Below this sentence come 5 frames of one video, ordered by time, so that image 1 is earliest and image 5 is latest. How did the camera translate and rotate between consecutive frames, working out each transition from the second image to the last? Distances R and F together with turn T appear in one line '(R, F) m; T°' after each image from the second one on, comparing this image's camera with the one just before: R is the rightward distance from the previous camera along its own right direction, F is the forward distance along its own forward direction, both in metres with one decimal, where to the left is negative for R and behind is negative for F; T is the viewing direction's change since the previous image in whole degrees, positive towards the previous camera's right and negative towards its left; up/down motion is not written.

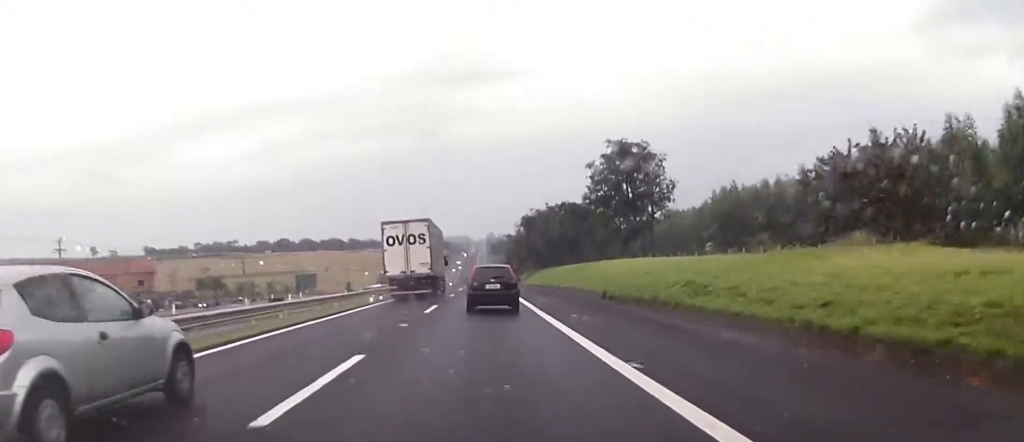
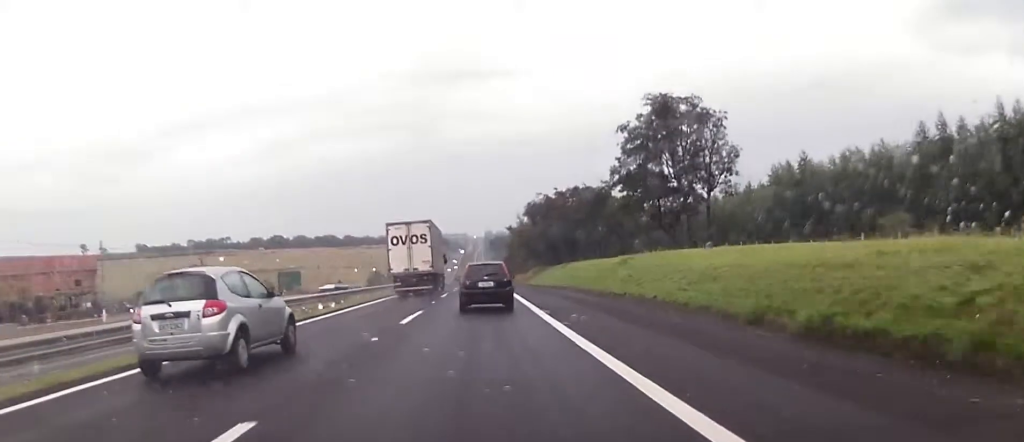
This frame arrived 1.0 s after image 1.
(0.0, +26.0) m; -1°
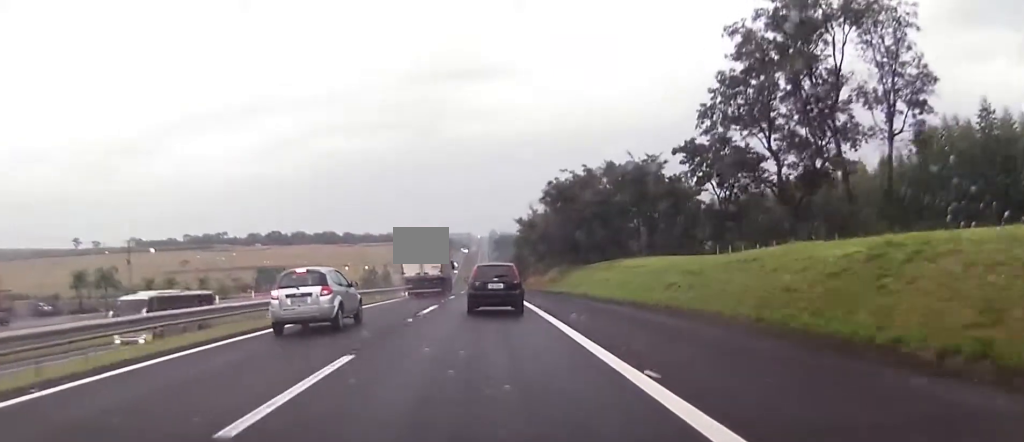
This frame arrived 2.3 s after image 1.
(-0.5, +32.9) m; -1°
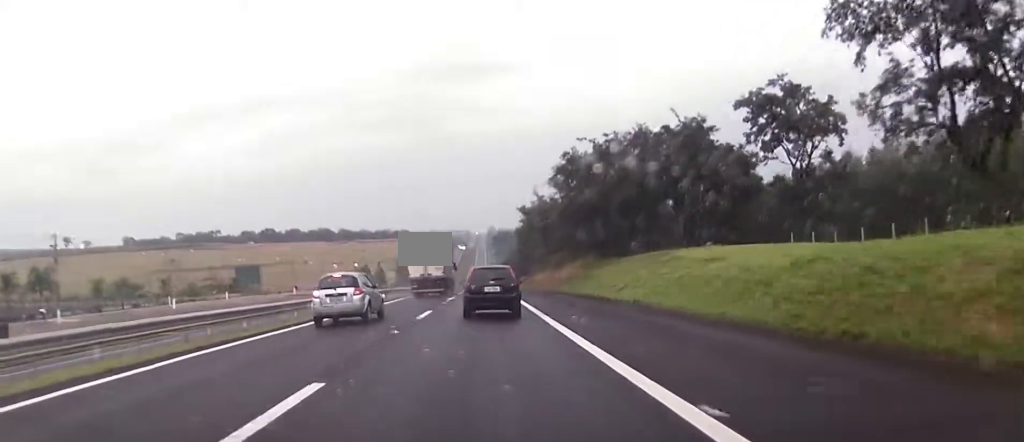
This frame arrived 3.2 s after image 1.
(+0.1, +20.0) m; +1°
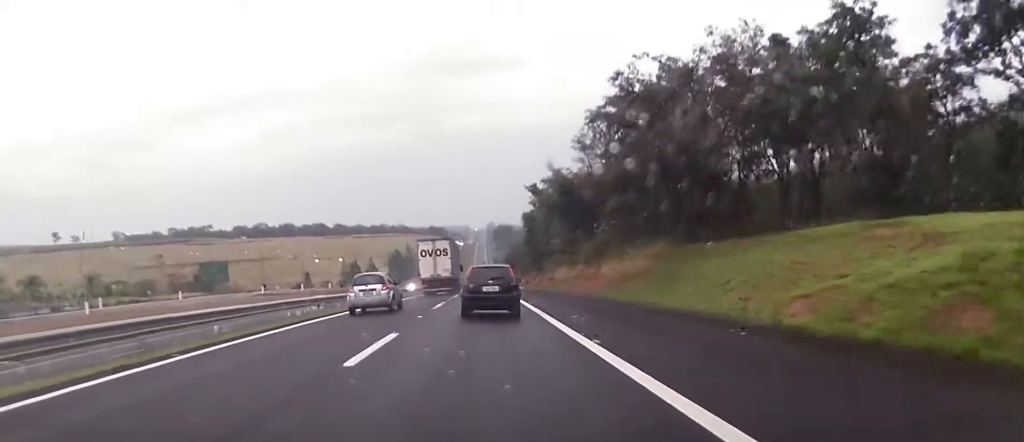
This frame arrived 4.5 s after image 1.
(+0.5, +27.9) m; 0°
